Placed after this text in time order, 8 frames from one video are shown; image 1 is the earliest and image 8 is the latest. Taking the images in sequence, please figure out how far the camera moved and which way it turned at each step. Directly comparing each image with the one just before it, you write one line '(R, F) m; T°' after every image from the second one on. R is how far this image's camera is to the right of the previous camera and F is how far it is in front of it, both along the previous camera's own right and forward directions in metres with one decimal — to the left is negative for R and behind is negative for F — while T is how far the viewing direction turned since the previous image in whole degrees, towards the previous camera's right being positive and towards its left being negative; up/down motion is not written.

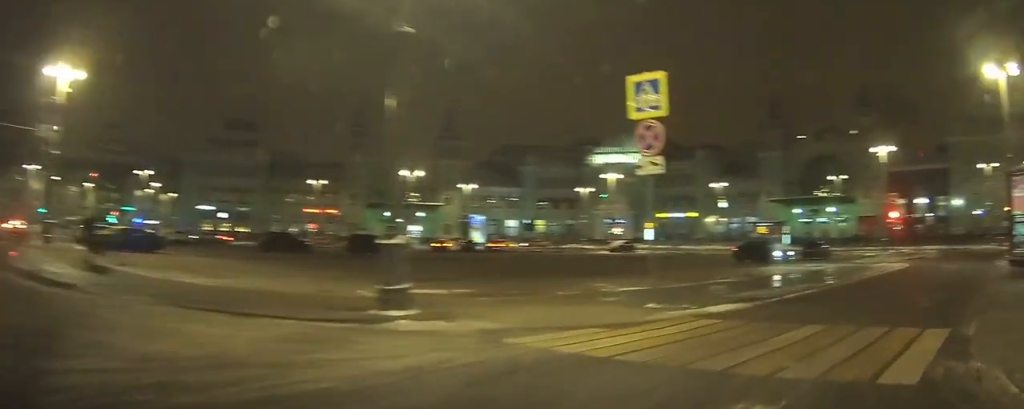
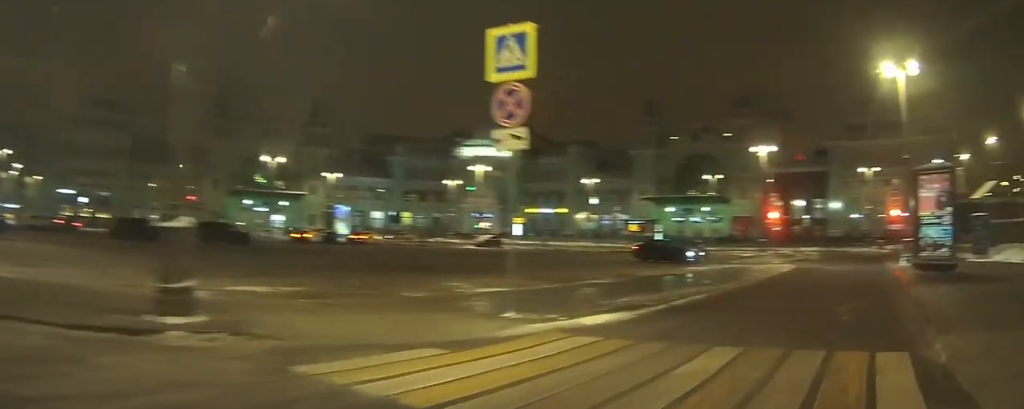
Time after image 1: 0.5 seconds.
(+0.3, +2.9) m; +11°
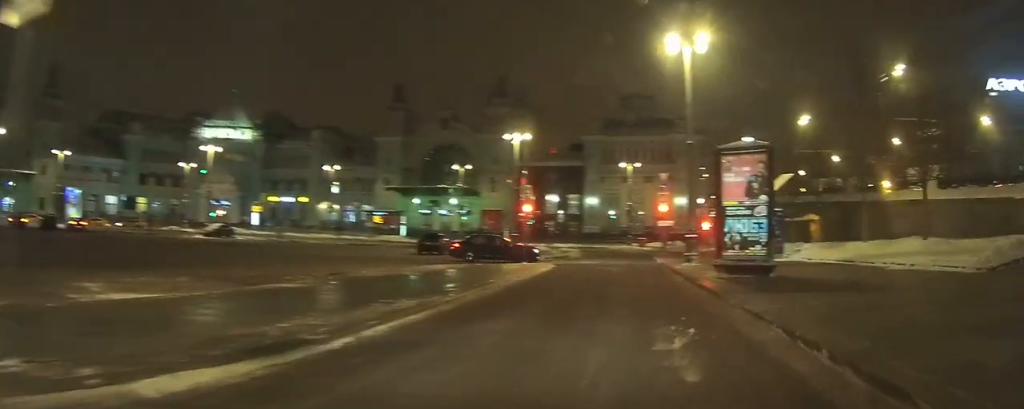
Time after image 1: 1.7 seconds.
(+1.0, +6.2) m; +17°
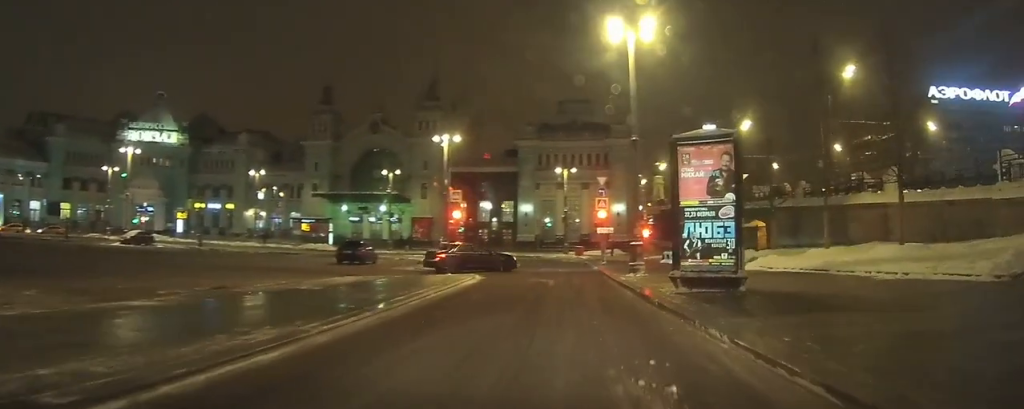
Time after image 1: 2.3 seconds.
(+0.3, +3.4) m; +4°
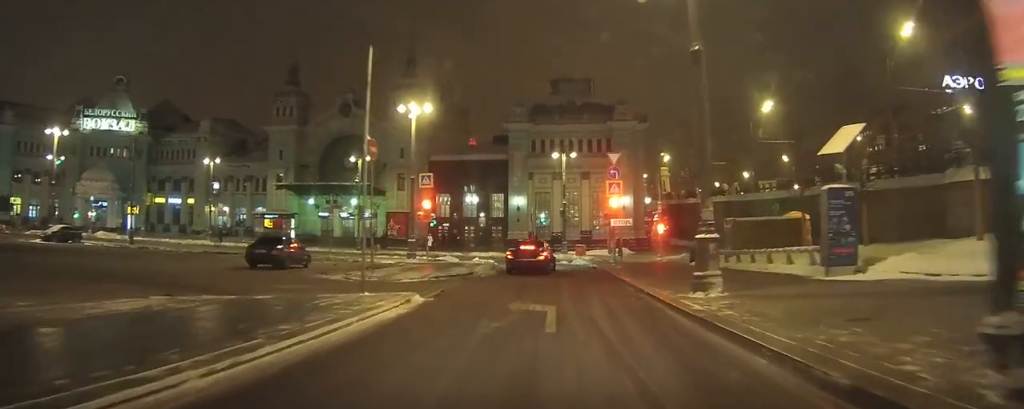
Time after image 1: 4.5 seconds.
(+0.6, +11.4) m; +3°
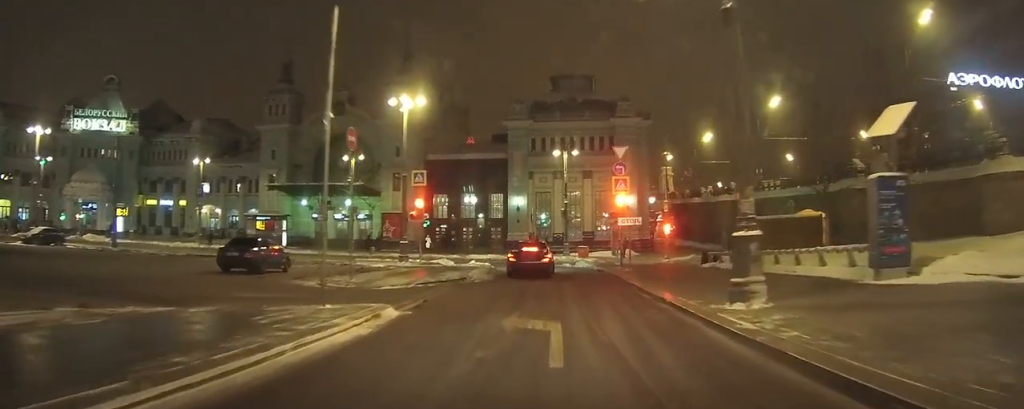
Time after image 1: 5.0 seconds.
(0.0, +2.4) m; 0°
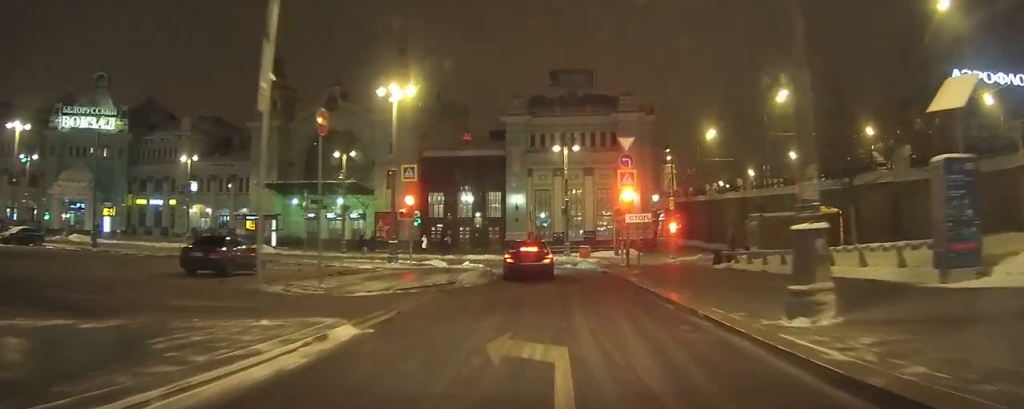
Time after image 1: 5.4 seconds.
(0.0, +2.4) m; 0°
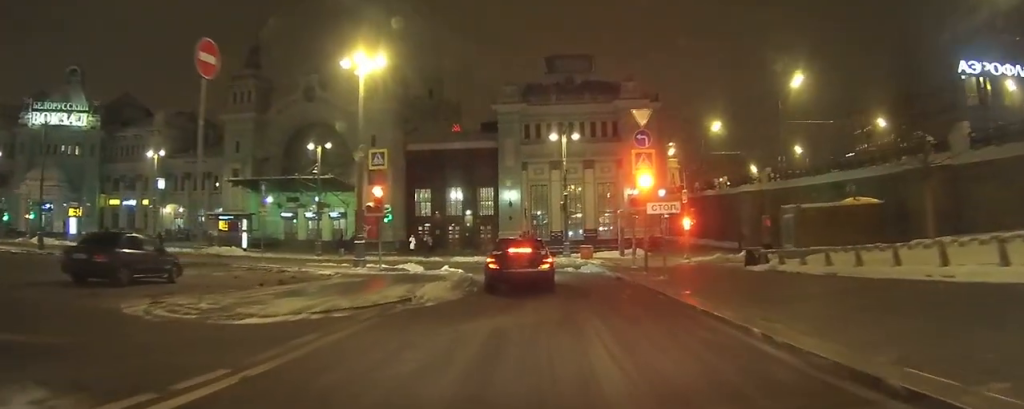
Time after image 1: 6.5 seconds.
(0.0, +4.9) m; -1°
